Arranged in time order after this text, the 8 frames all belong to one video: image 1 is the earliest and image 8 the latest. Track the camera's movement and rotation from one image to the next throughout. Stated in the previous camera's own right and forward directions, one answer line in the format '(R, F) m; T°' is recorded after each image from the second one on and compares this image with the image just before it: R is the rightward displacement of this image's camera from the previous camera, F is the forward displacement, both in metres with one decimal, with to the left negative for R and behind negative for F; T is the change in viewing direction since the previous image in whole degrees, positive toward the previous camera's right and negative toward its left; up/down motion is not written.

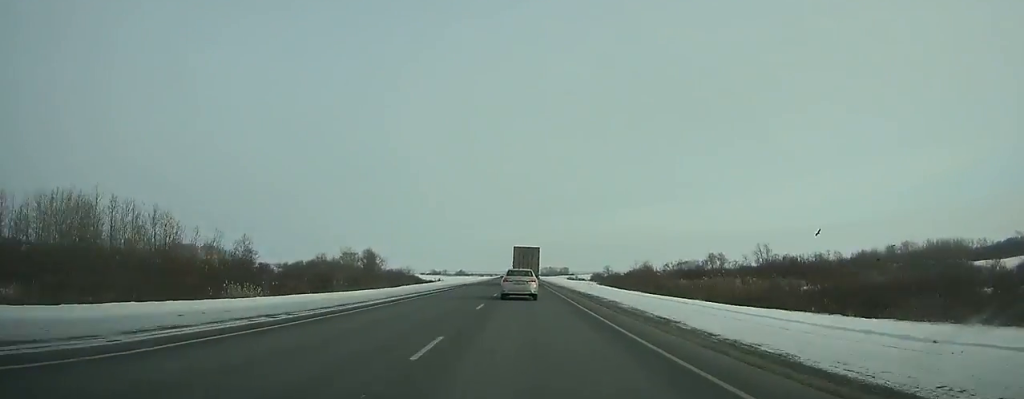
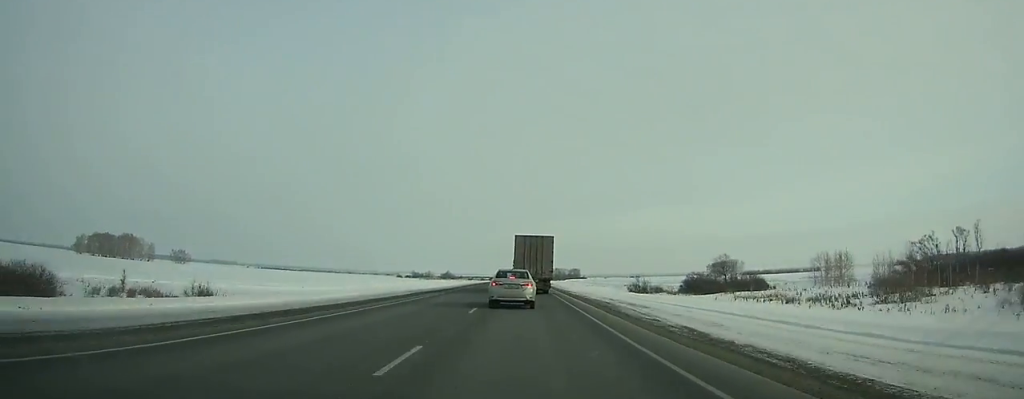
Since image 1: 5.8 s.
(-0.3, +141.7) m; 0°
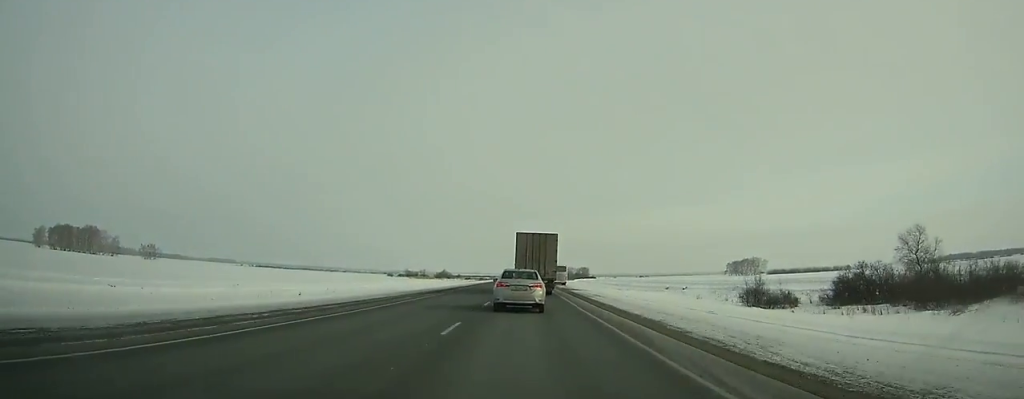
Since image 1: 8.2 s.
(0.0, +55.2) m; 0°
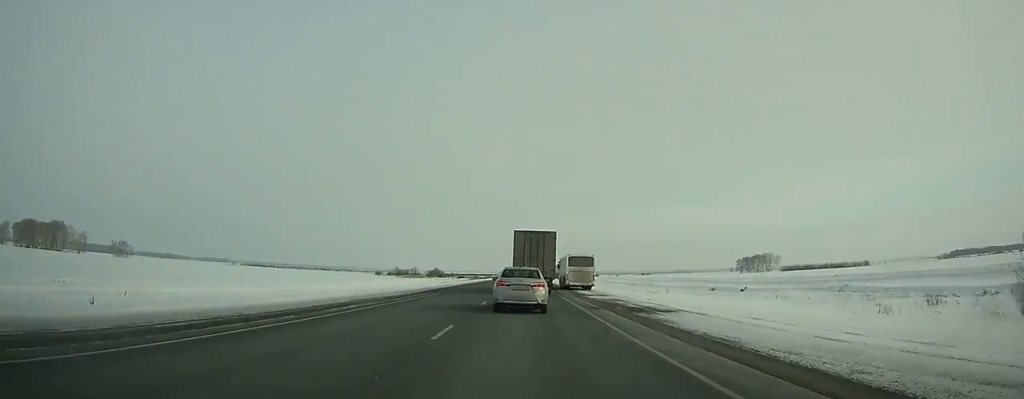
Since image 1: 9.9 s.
(+0.1, +38.4) m; 0°
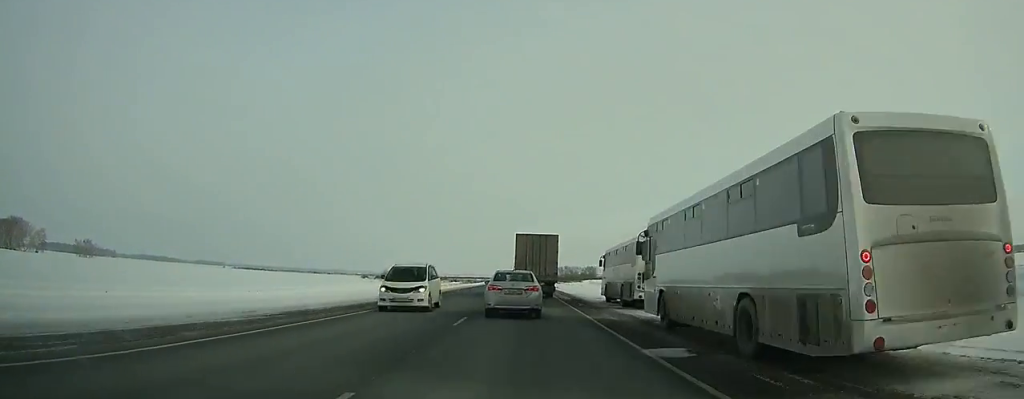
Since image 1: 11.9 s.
(-0.2, +44.5) m; 0°
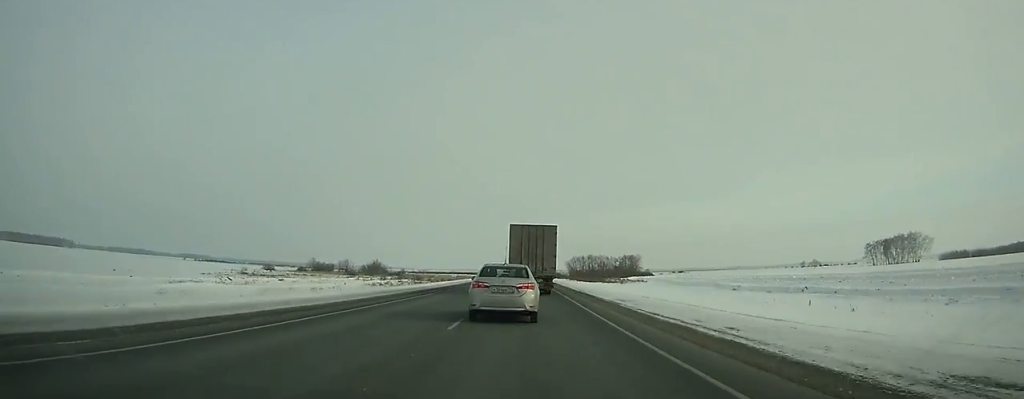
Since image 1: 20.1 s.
(+0.7, +181.0) m; 0°
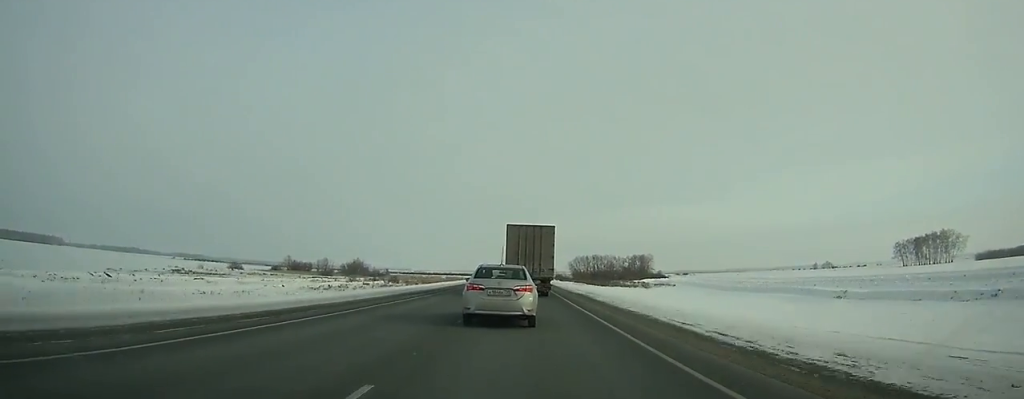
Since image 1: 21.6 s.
(+0.1, +32.8) m; 0°
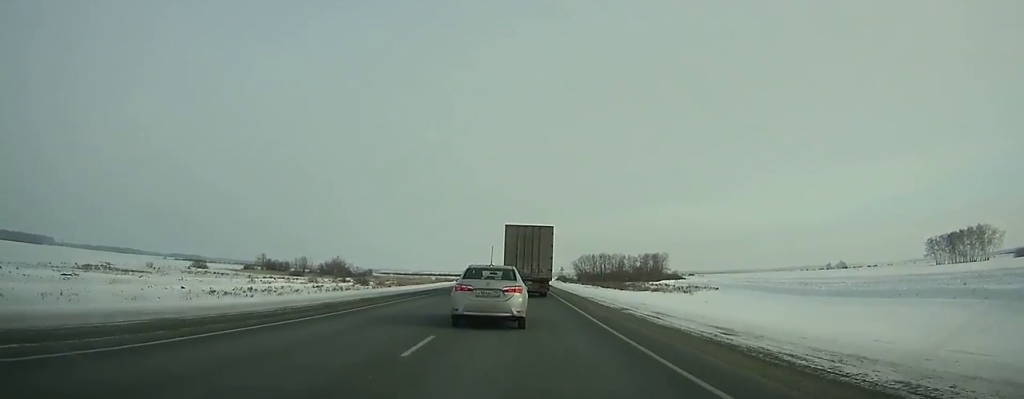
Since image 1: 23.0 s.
(0.0, +30.4) m; 0°
